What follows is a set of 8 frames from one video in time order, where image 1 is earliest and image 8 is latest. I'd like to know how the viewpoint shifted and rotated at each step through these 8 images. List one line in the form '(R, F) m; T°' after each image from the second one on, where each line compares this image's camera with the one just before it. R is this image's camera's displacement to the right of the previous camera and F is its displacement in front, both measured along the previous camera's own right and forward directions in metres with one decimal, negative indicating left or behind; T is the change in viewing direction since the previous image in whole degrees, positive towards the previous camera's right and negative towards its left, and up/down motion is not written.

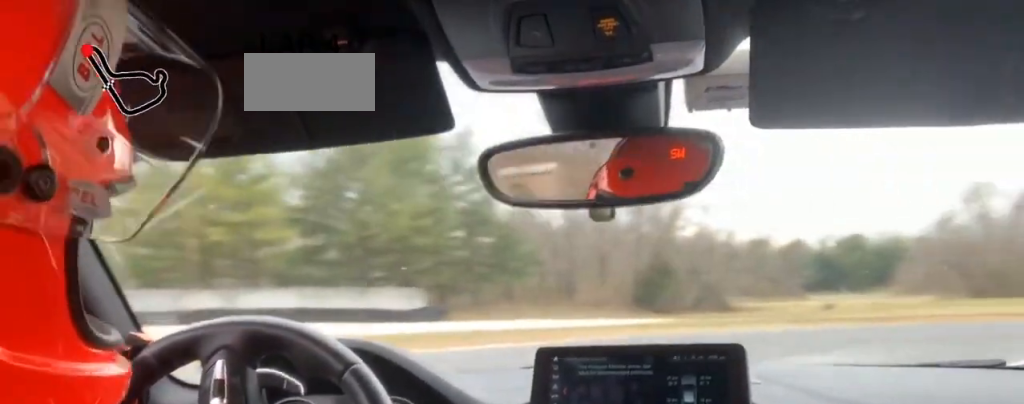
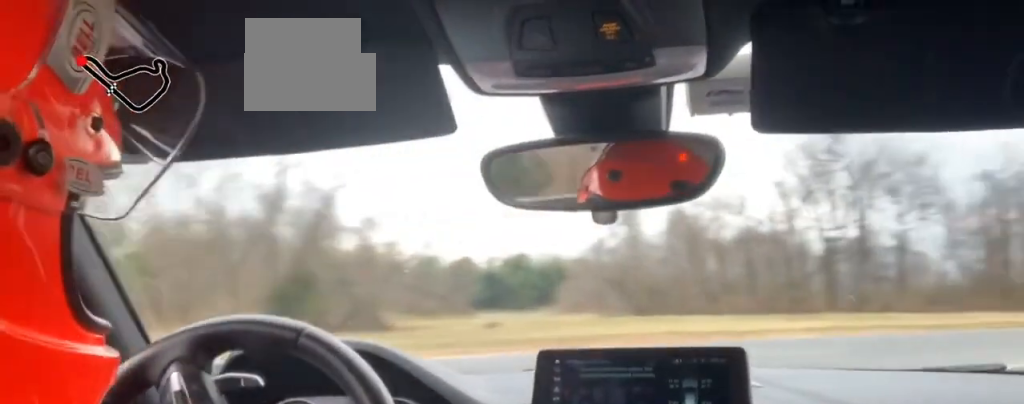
(+0.8, +10.3) m; +19°
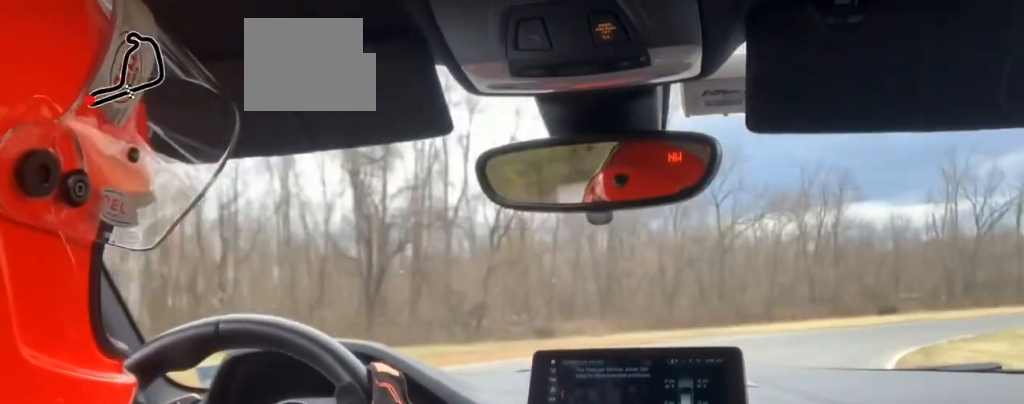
(+29.0, +29.4) m; +70°
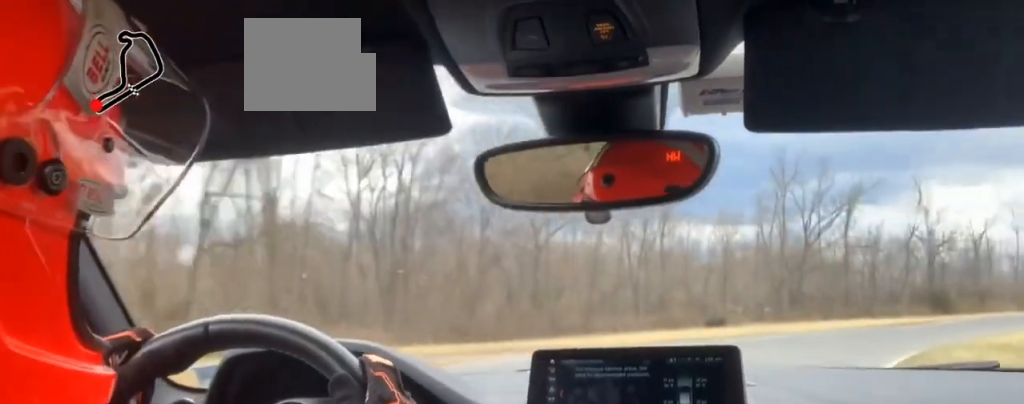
(+1.4, +16.0) m; +10°
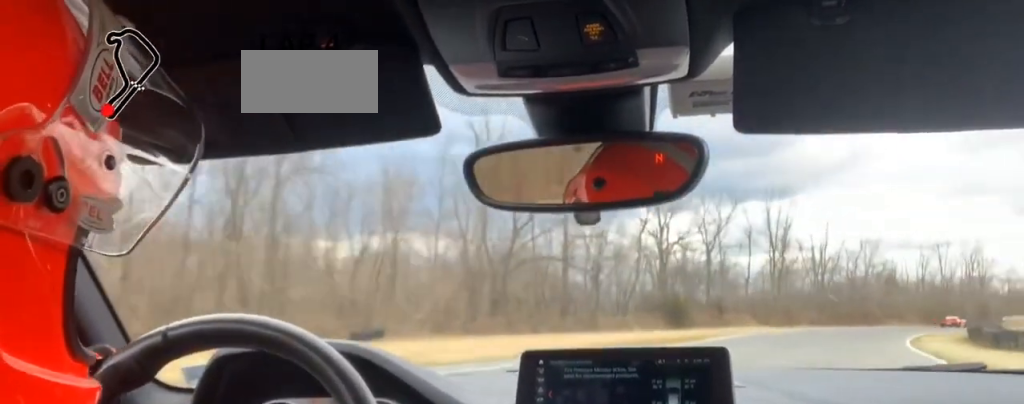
(+5.0, +35.3) m; +15°
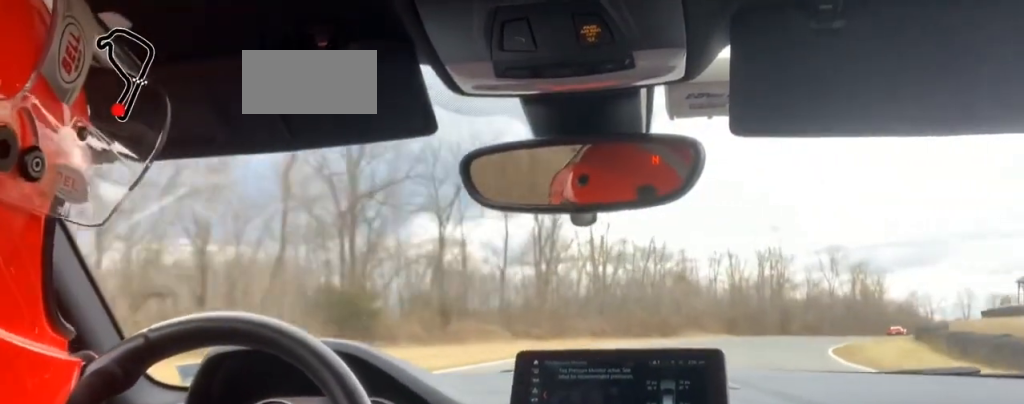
(+5.6, +43.6) m; +14°
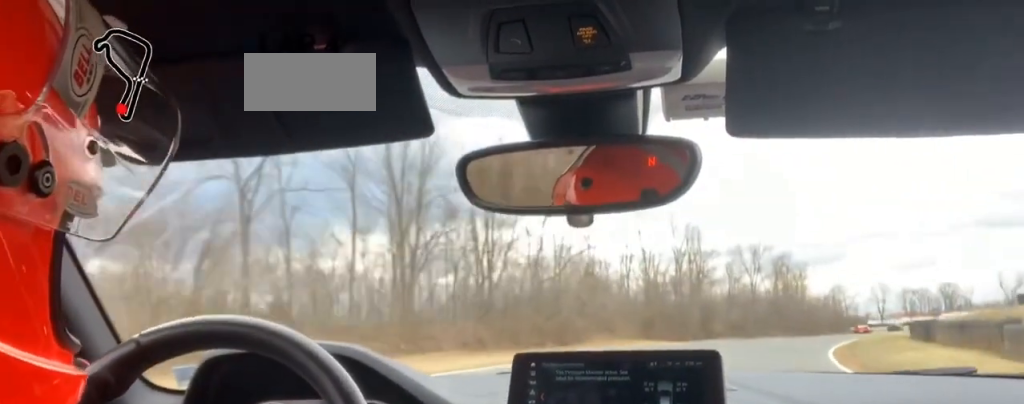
(+0.9, +21.2) m; +5°
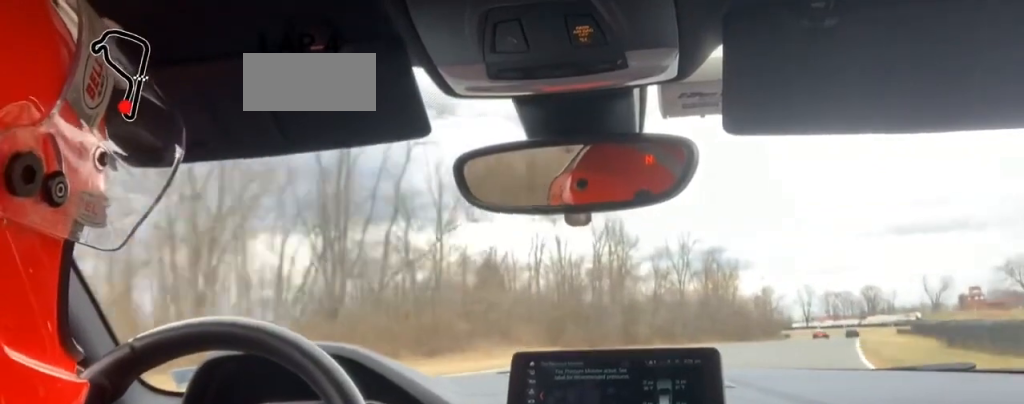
(+0.9, +21.0) m; +4°
